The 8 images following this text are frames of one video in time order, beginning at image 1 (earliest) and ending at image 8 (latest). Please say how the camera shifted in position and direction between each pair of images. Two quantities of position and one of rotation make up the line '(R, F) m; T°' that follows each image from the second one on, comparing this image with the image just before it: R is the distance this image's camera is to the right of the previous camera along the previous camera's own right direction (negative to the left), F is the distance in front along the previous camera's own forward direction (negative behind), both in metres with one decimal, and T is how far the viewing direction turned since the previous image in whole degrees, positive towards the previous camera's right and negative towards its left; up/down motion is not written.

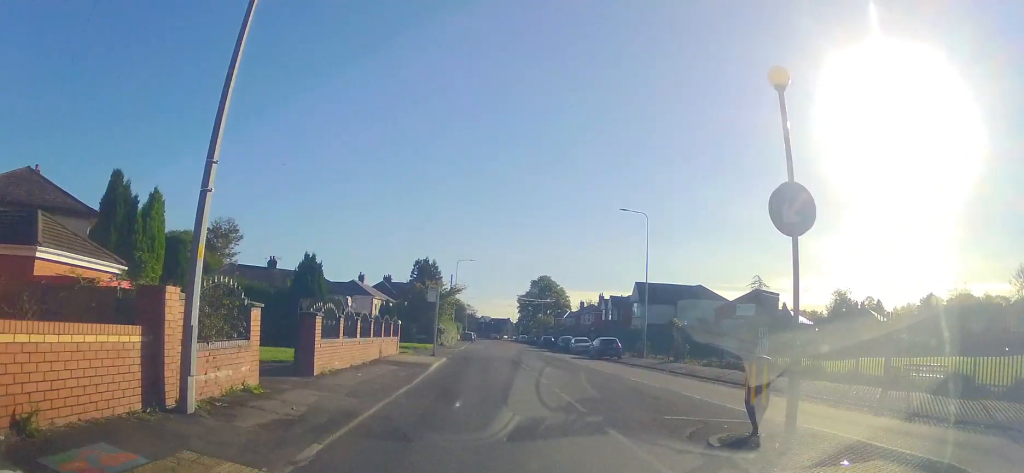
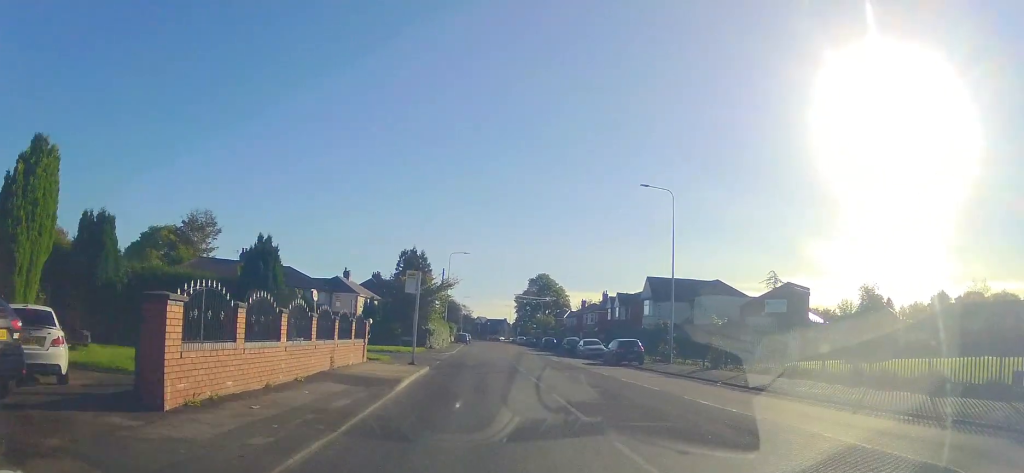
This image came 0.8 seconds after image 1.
(+0.3, +6.7) m; +3°
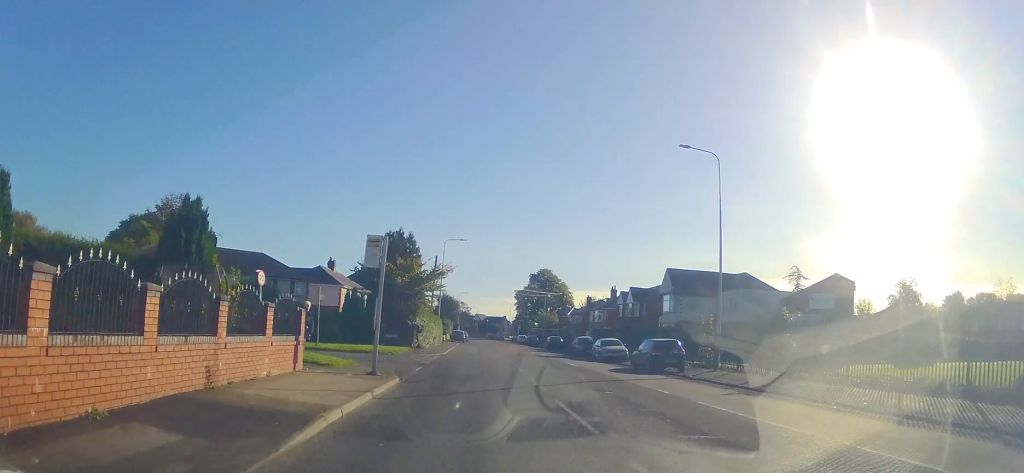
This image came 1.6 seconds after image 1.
(0.0, +7.3) m; 0°
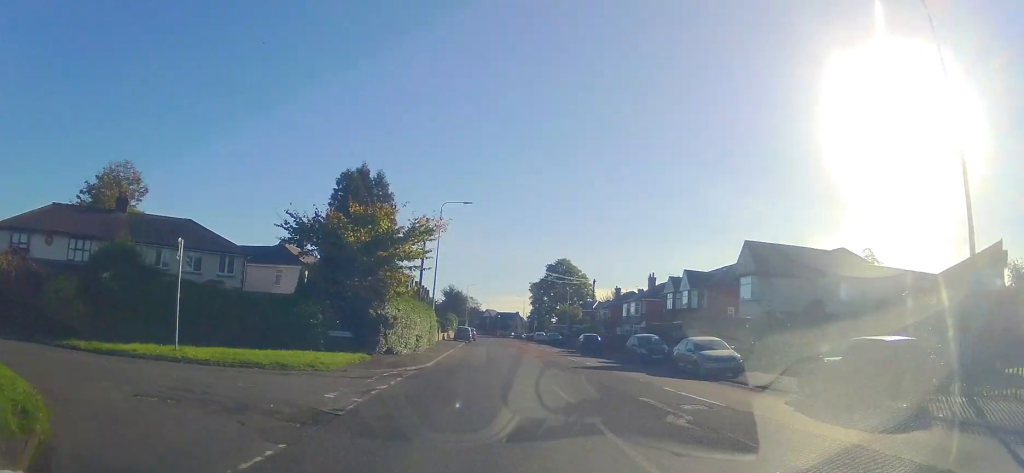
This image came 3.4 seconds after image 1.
(0.0, +15.5) m; 0°
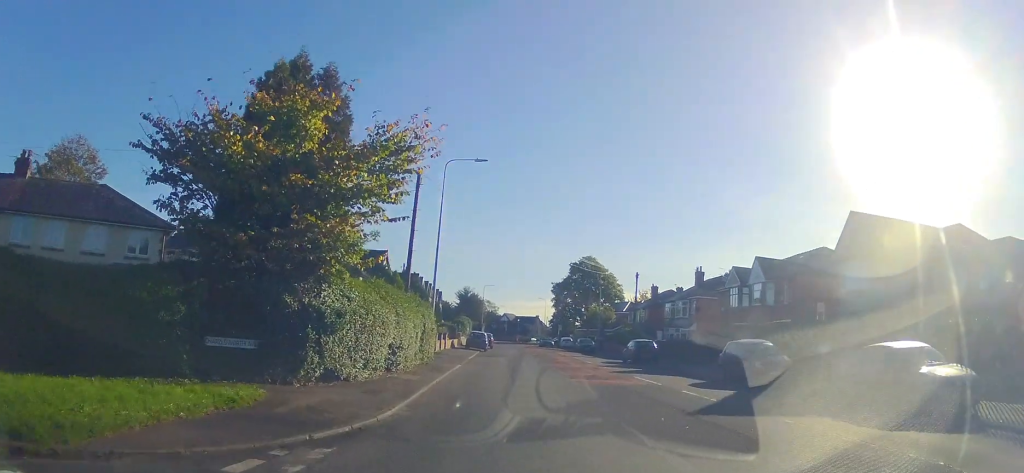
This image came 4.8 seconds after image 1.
(0.0, +11.9) m; -3°
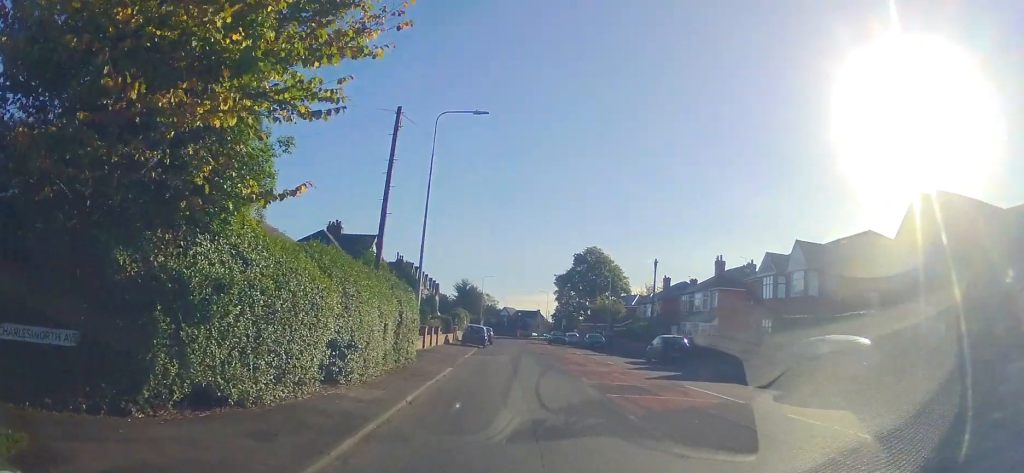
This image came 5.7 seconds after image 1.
(-0.4, +6.3) m; -4°
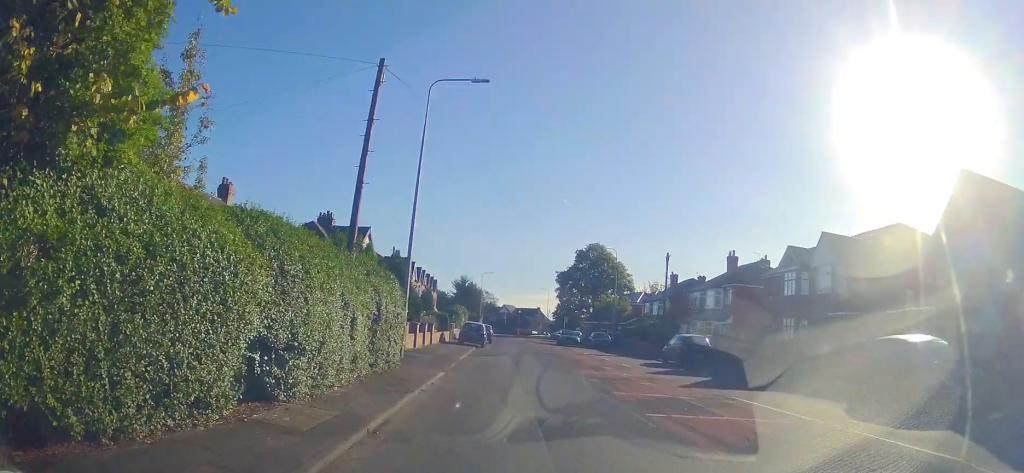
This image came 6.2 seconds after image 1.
(0.0, +3.3) m; +3°
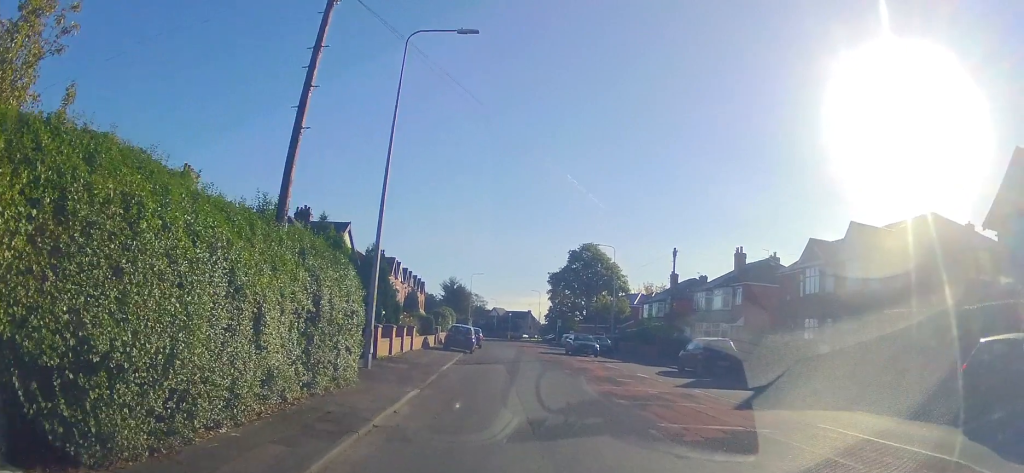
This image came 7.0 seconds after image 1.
(+0.1, +4.4) m; +4°
